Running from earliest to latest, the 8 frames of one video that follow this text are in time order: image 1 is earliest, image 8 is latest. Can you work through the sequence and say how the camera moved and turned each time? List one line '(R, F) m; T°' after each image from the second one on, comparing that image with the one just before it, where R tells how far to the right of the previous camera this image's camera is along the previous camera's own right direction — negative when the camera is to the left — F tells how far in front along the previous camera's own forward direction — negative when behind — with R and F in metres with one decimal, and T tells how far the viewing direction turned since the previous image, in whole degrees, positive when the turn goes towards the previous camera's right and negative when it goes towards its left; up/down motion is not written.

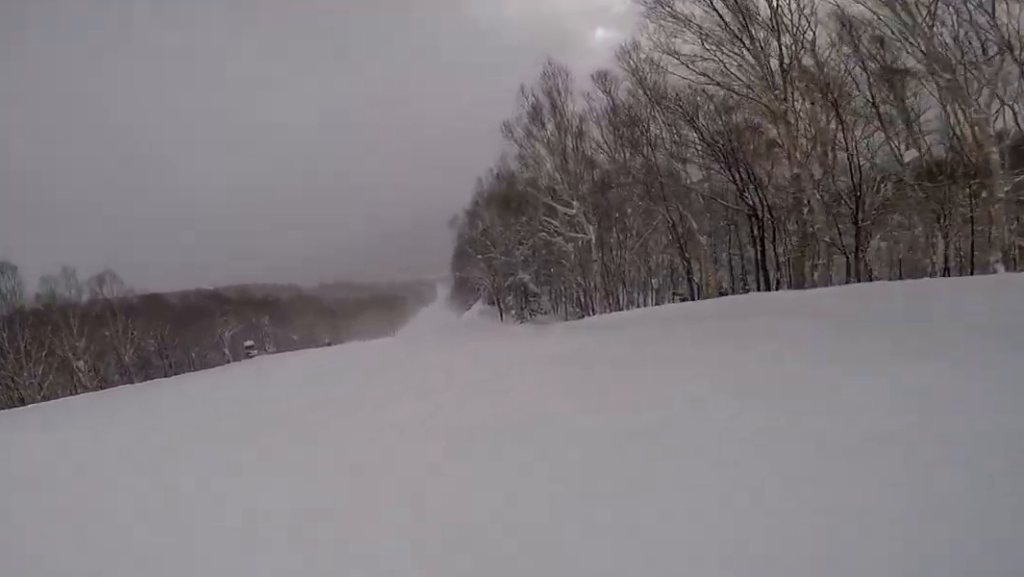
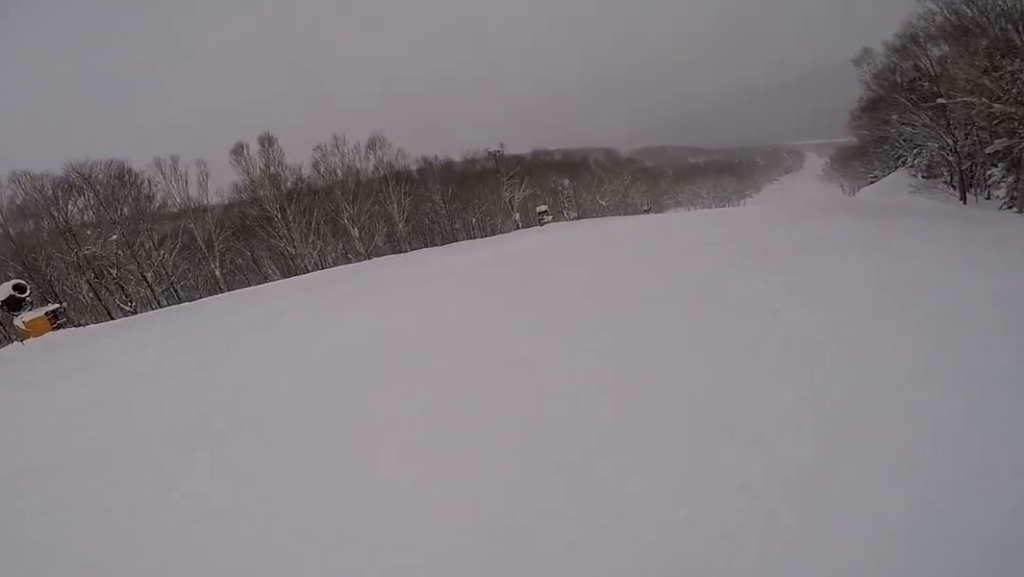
(-2.6, +9.6) m; -22°
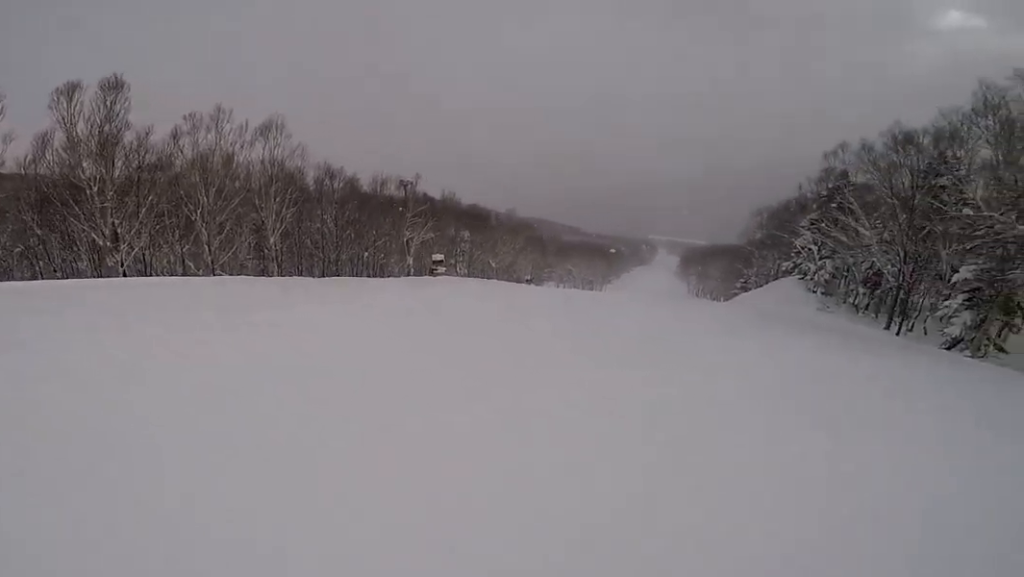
(0.0, +9.0) m; 0°
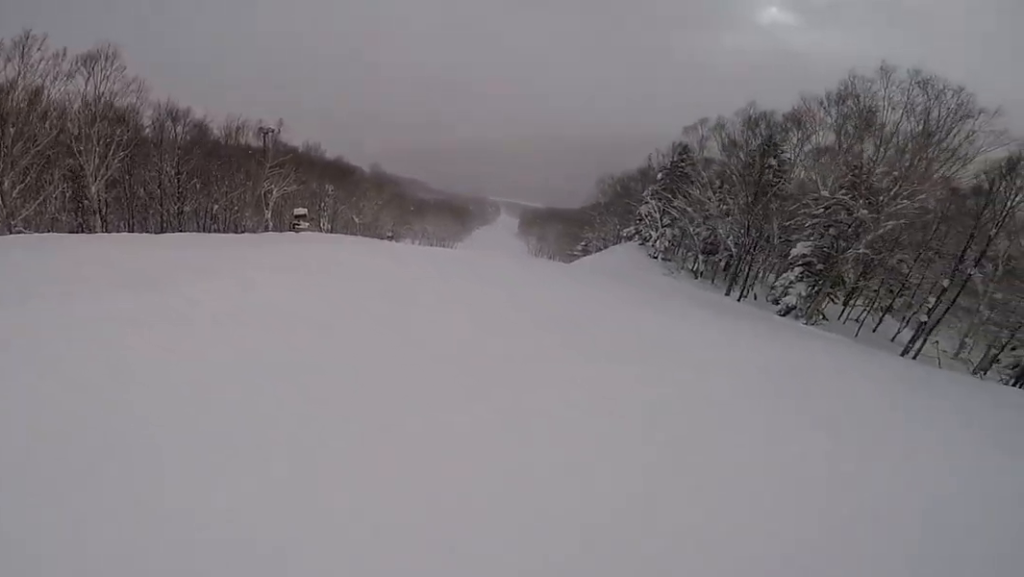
(0.0, +3.1) m; +1°
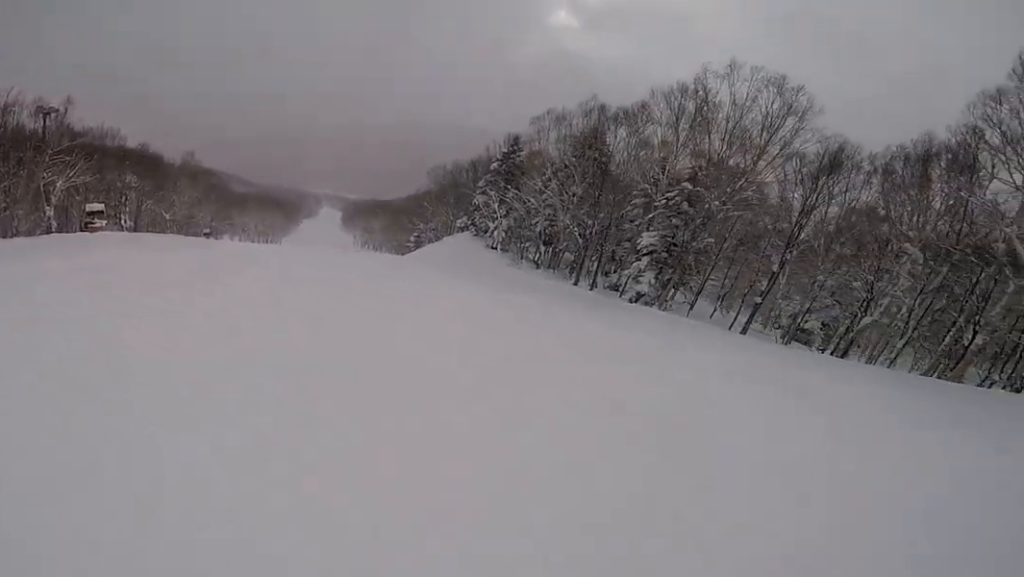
(0.0, +4.4) m; +3°
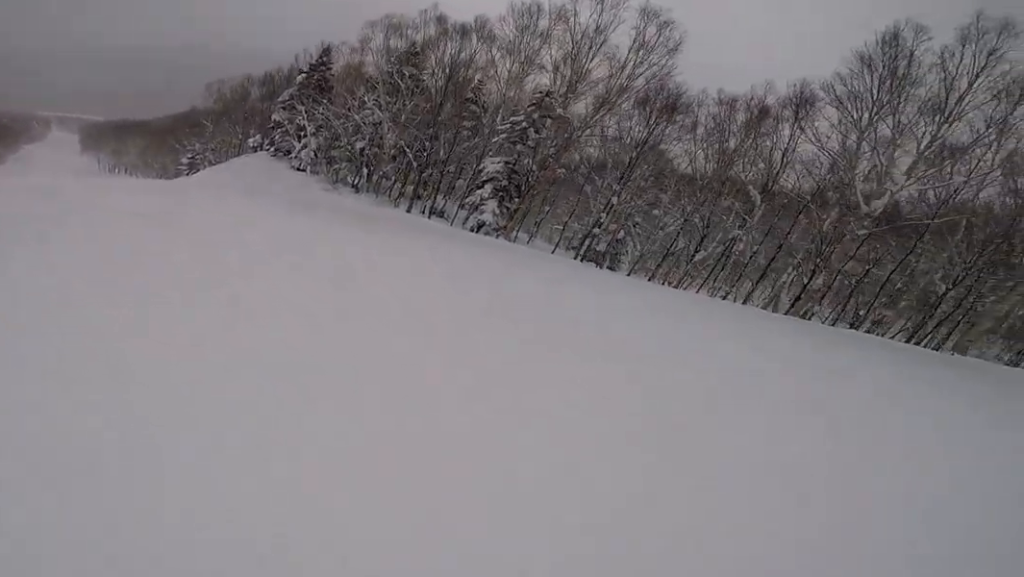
(+0.4, +5.5) m; +35°
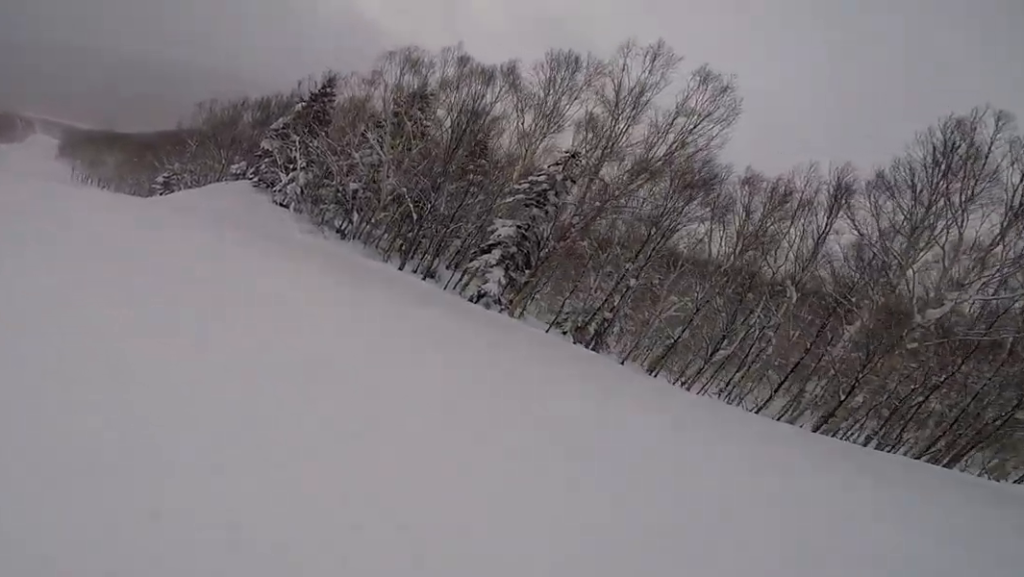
(+2.0, +3.5) m; +14°
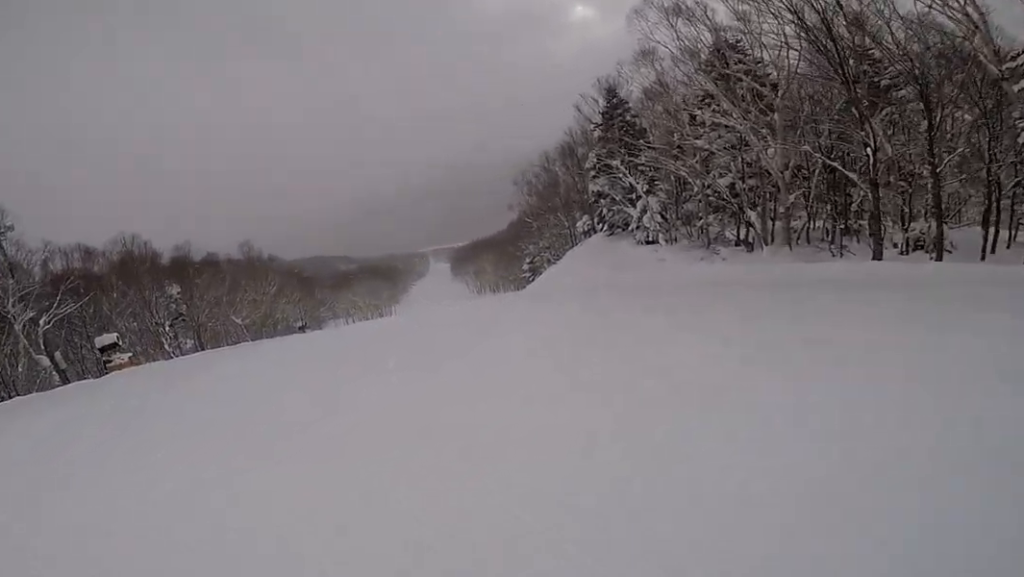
(0.0, +5.7) m; -9°
